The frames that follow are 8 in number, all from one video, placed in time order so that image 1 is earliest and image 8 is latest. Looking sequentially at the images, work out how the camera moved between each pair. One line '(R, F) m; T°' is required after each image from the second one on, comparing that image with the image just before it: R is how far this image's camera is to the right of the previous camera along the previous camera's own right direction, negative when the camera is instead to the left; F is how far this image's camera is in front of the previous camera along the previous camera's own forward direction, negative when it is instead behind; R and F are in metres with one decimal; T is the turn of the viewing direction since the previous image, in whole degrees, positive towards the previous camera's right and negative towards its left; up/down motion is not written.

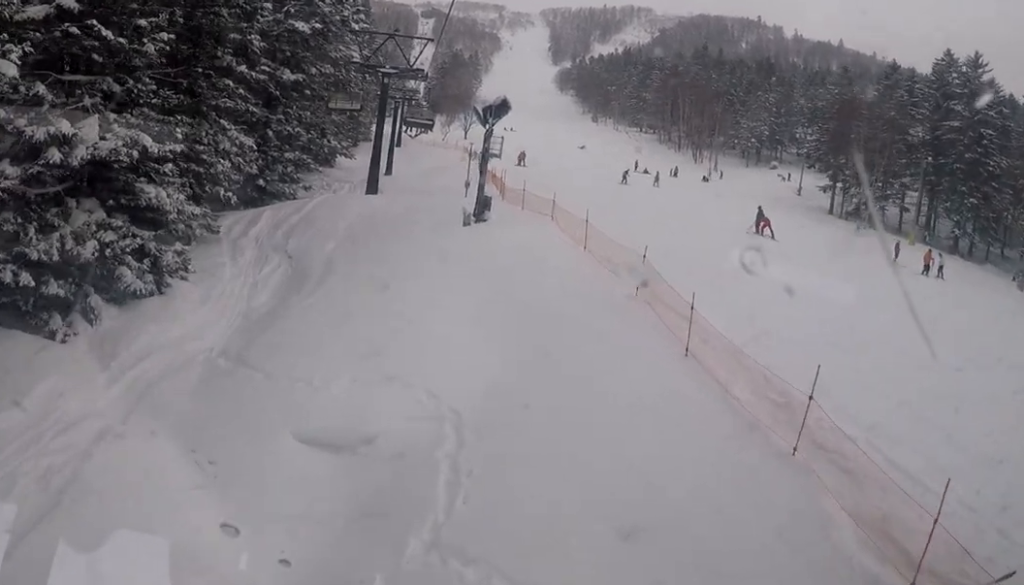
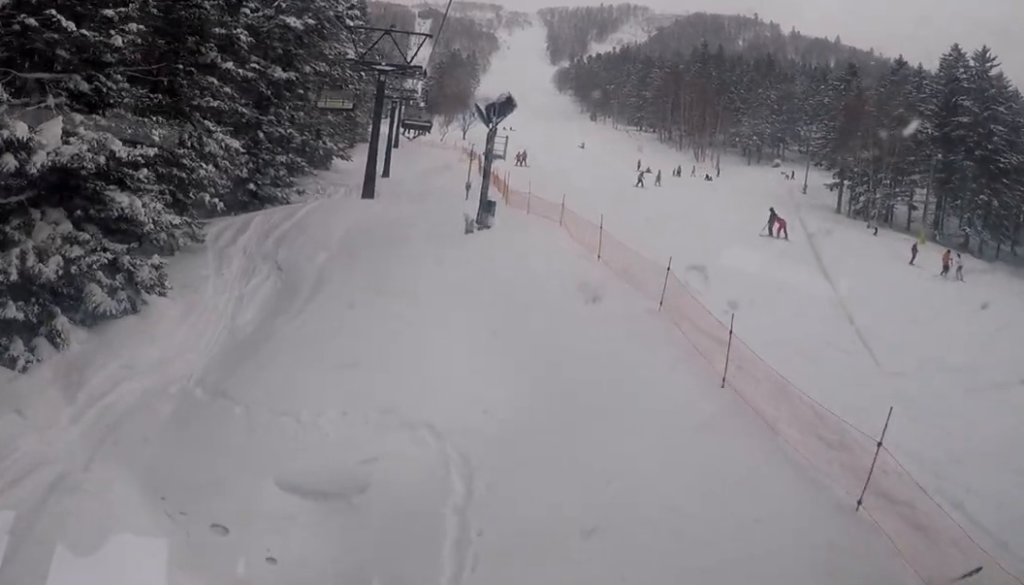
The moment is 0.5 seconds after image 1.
(0.0, +2.0) m; 0°
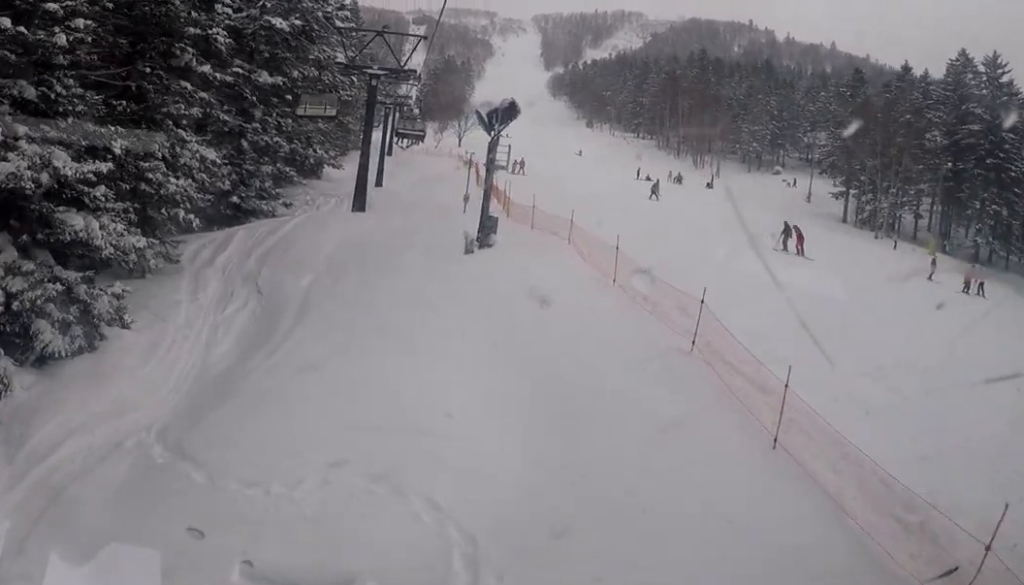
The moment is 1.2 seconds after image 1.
(0.0, +2.4) m; 0°
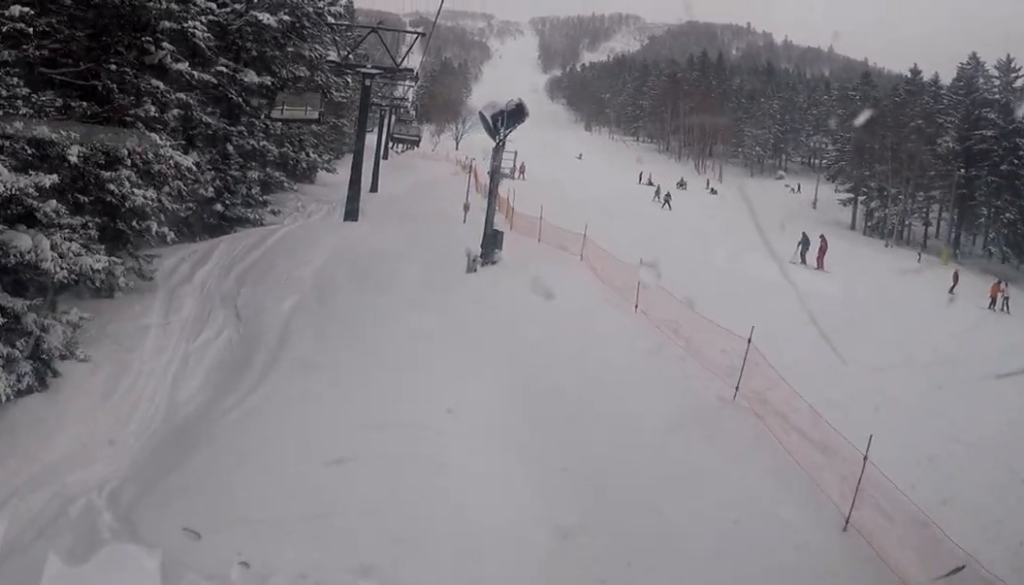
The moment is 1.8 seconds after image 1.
(0.0, +2.4) m; 0°
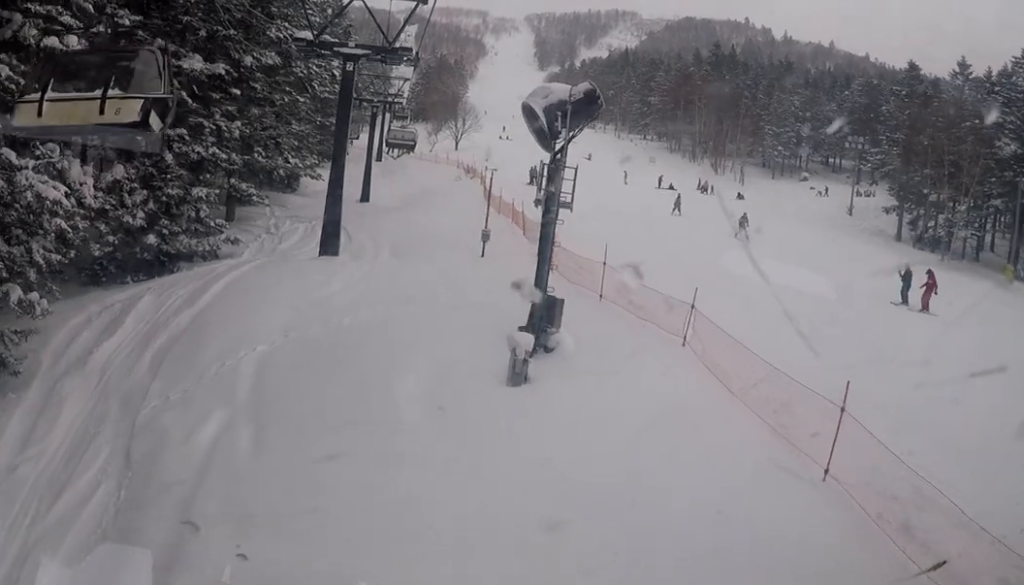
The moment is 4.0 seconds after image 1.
(0.0, +9.2) m; 0°
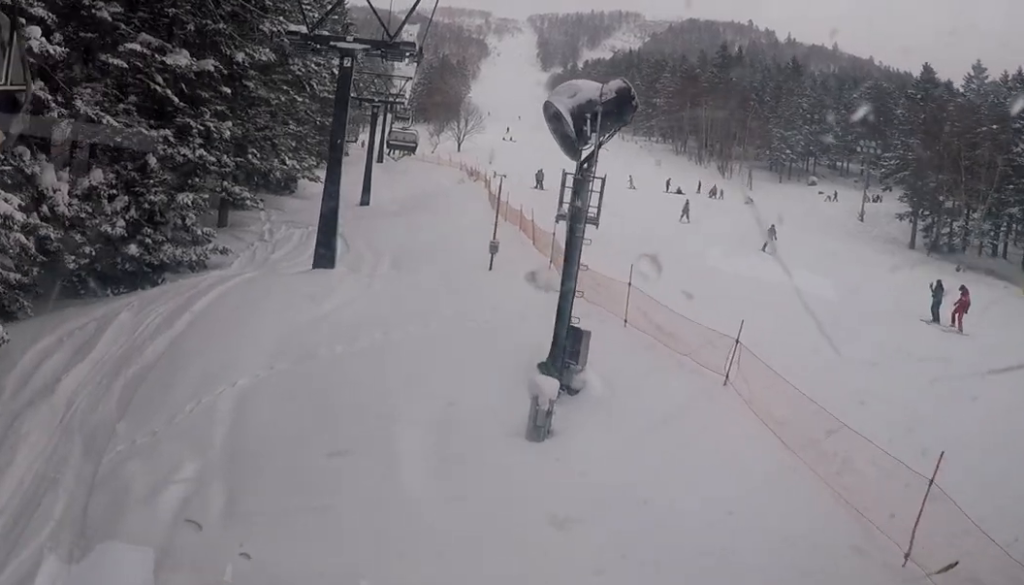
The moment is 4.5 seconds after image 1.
(0.0, +2.0) m; 0°
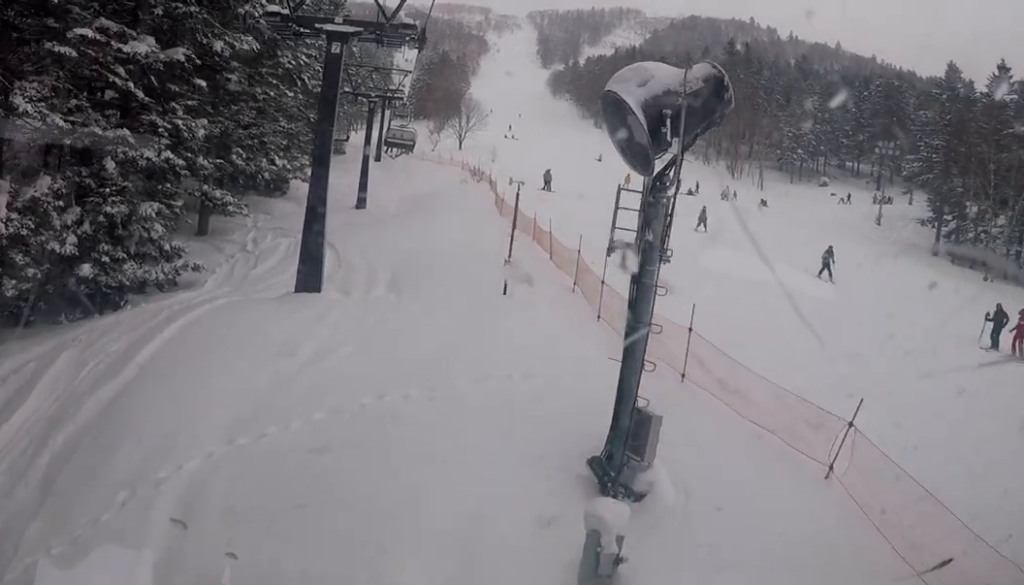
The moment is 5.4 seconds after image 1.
(0.0, +3.6) m; 0°
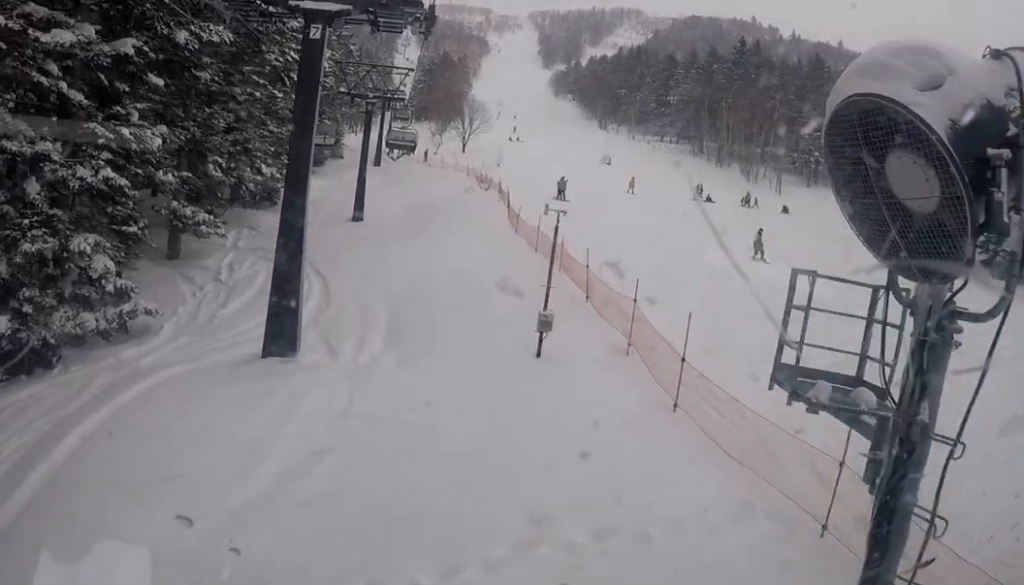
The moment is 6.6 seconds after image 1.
(0.0, +5.2) m; 0°
